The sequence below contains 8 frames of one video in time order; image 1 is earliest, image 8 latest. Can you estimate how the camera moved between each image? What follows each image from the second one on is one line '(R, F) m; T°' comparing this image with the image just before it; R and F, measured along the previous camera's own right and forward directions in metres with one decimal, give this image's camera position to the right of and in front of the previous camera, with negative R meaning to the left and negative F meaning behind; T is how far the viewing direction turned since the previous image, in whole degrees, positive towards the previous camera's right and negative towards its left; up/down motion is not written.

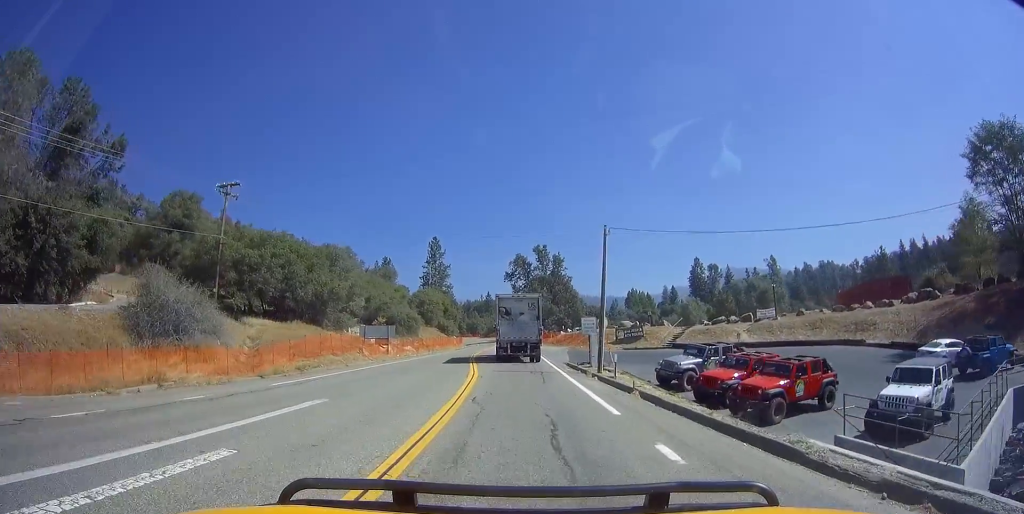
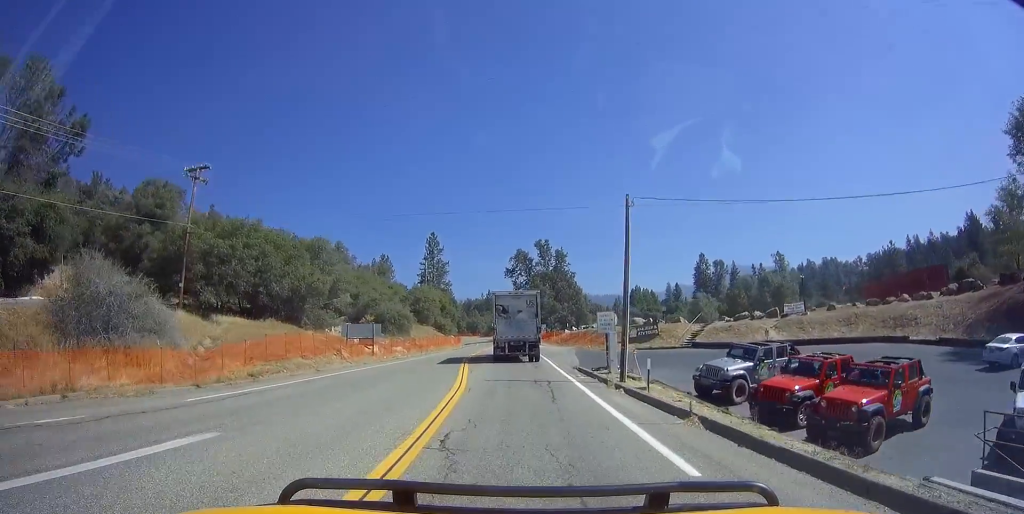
(-0.3, +4.5) m; -1°
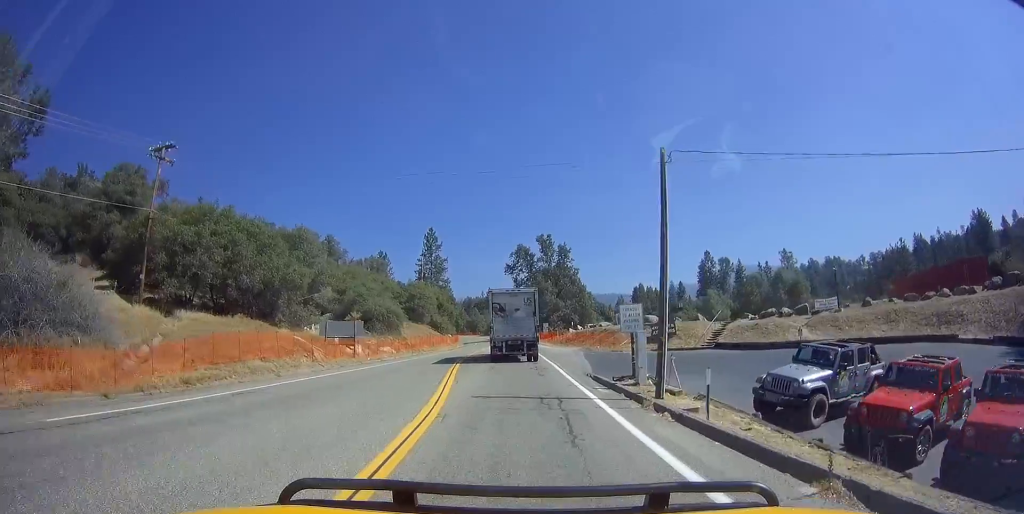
(0.0, +4.4) m; 0°
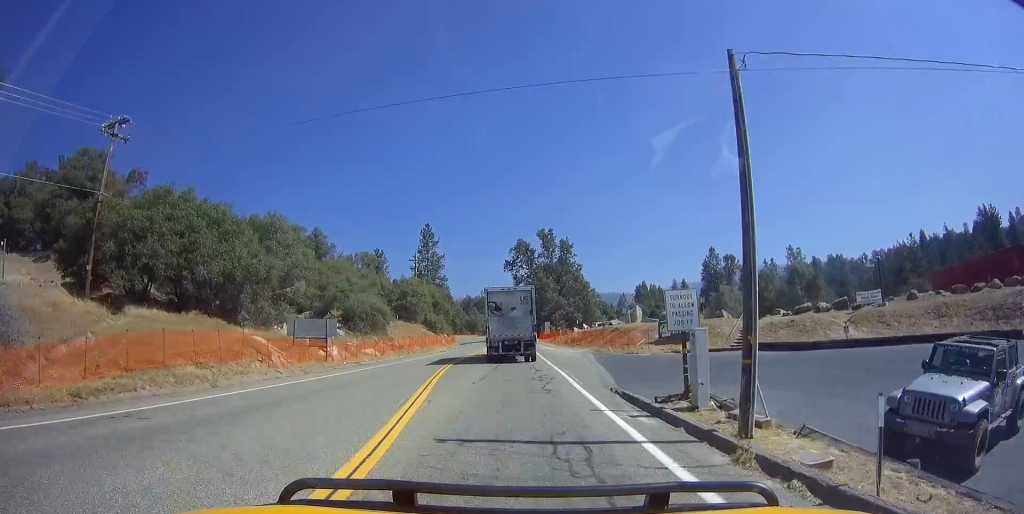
(+0.3, +4.9) m; +1°
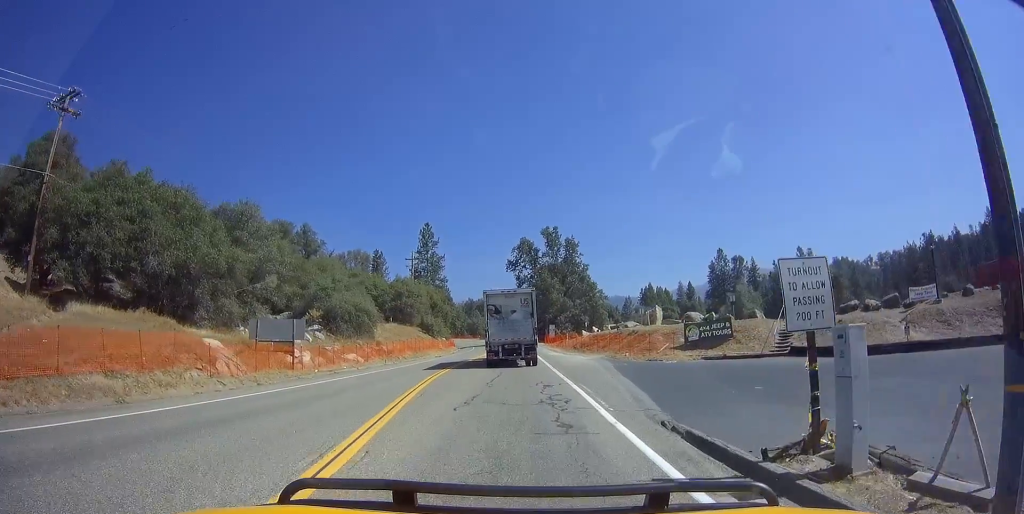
(0.0, +4.7) m; 0°
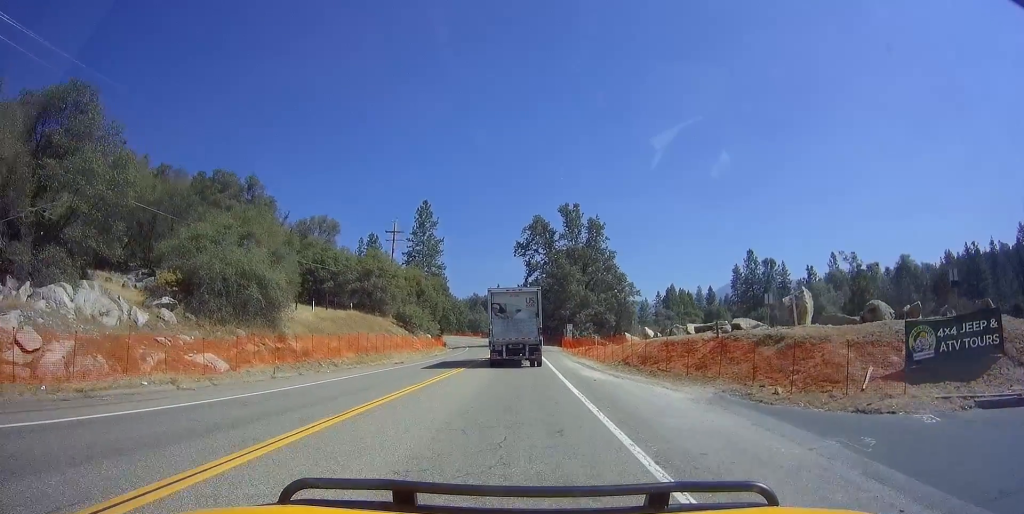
(-0.6, +17.4) m; -2°
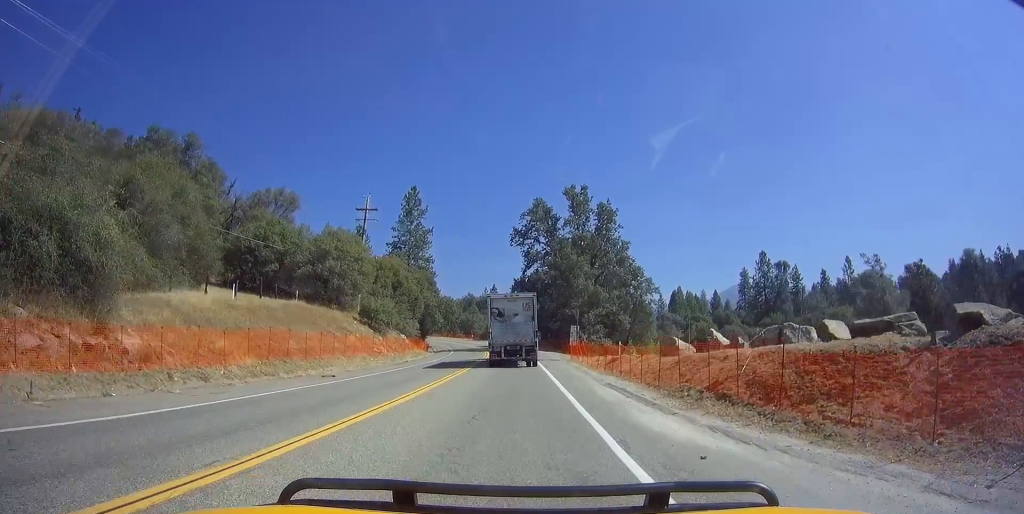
(-0.1, +12.1) m; -1°
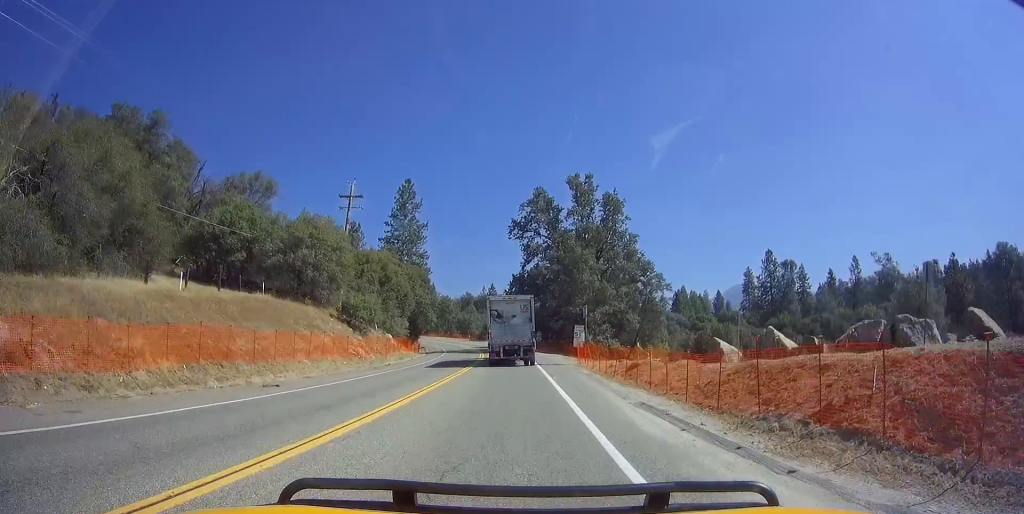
(0.0, +5.5) m; 0°
